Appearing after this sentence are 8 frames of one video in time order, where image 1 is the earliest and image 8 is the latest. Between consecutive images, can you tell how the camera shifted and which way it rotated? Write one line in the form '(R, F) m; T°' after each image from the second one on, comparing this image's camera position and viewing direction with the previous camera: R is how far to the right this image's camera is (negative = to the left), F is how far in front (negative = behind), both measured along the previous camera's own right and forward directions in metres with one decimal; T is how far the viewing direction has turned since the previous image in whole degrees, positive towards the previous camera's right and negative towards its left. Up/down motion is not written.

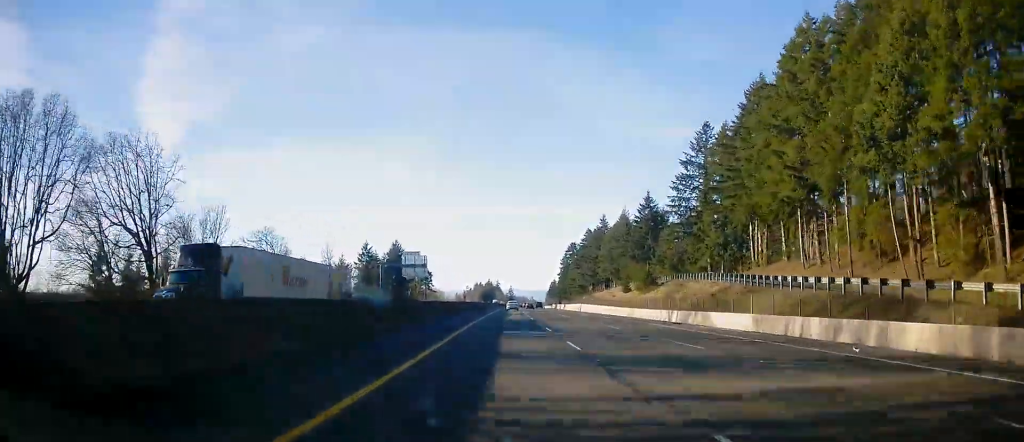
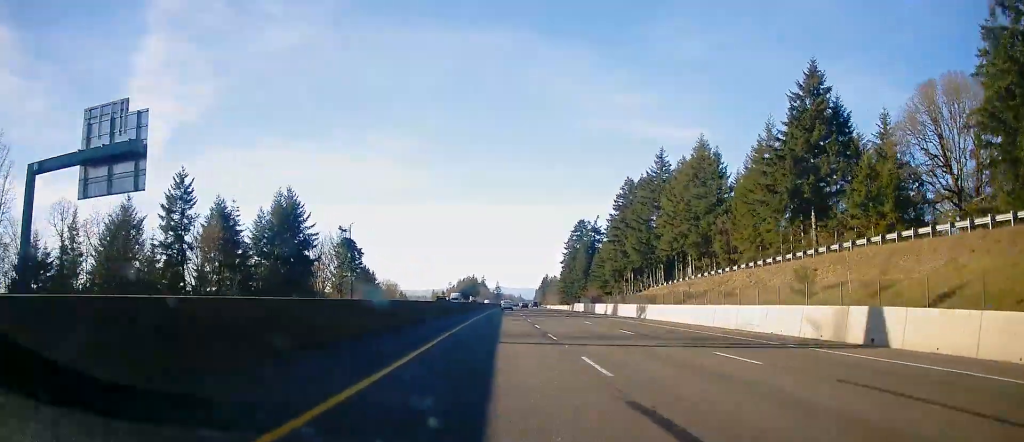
(+0.4, +90.6) m; +1°
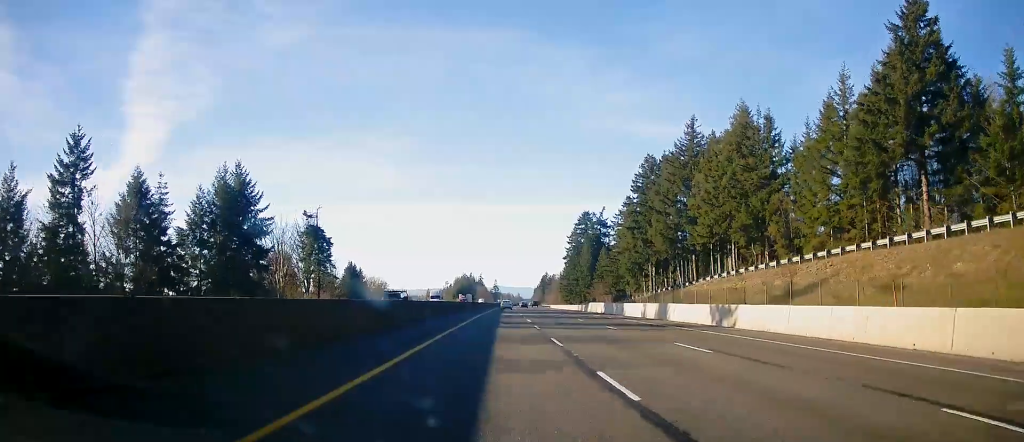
(+0.2, +21.0) m; 0°
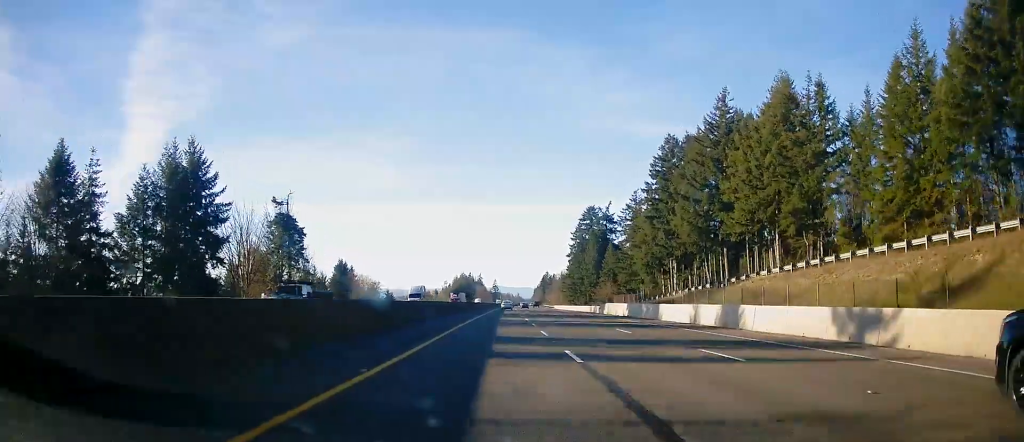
(+0.1, +14.4) m; 0°
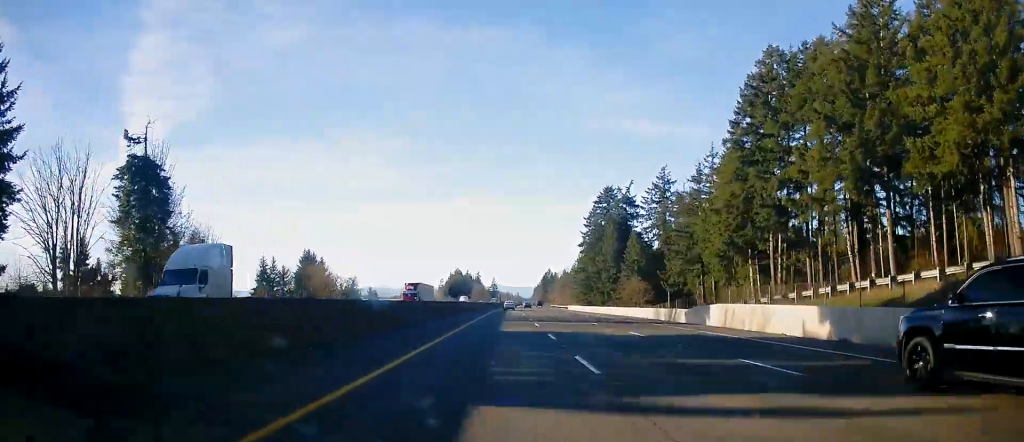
(-0.4, +38.8) m; 0°
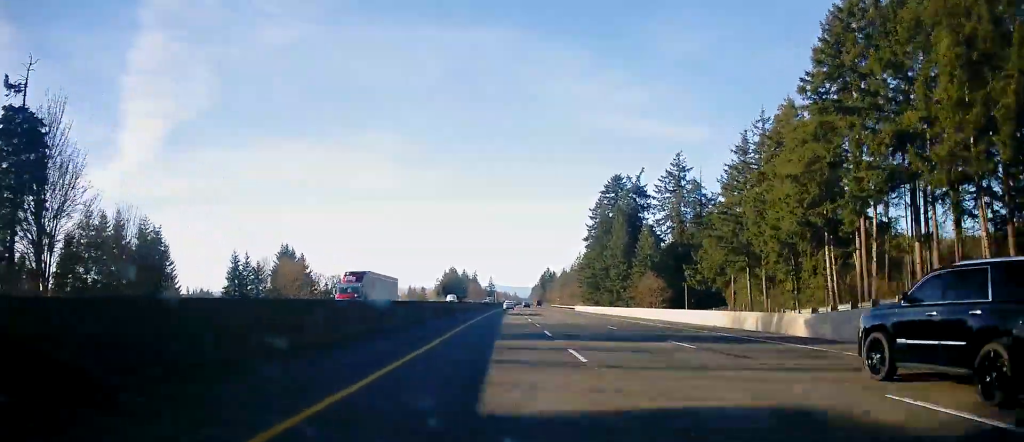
(-0.1, +17.7) m; +1°
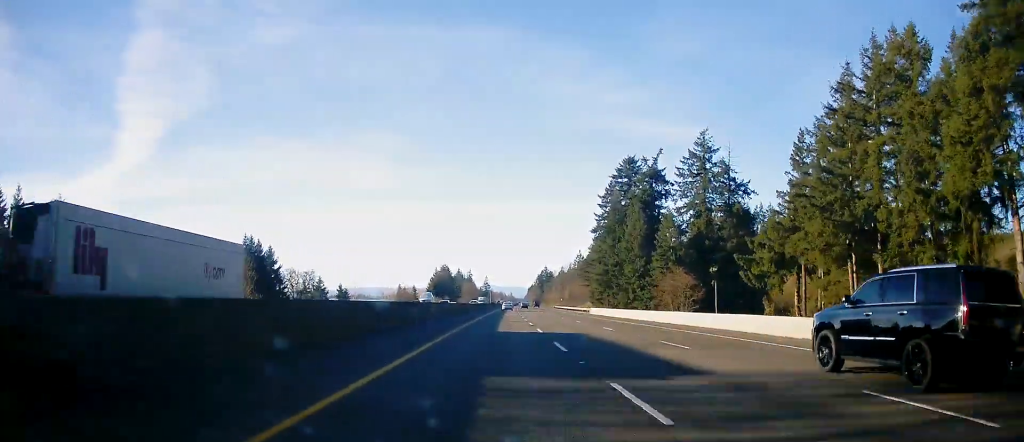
(+0.2, +23.2) m; +1°
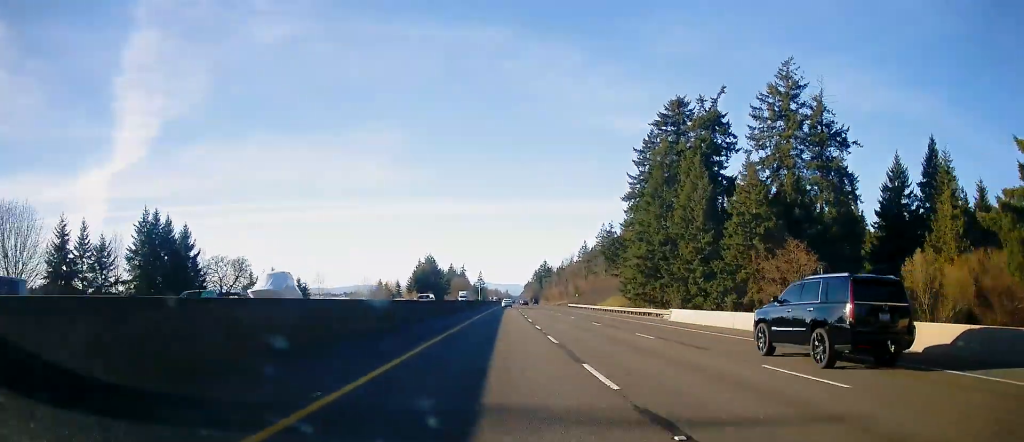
(+0.4, +44.5) m; +1°
